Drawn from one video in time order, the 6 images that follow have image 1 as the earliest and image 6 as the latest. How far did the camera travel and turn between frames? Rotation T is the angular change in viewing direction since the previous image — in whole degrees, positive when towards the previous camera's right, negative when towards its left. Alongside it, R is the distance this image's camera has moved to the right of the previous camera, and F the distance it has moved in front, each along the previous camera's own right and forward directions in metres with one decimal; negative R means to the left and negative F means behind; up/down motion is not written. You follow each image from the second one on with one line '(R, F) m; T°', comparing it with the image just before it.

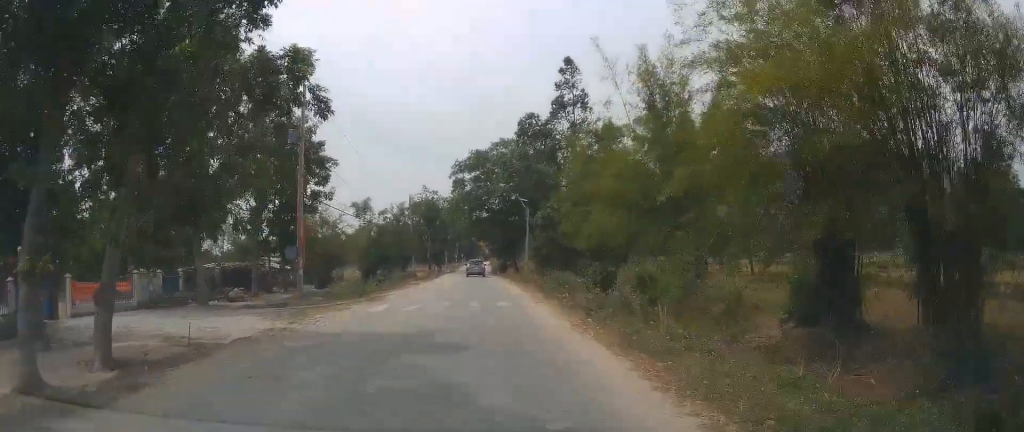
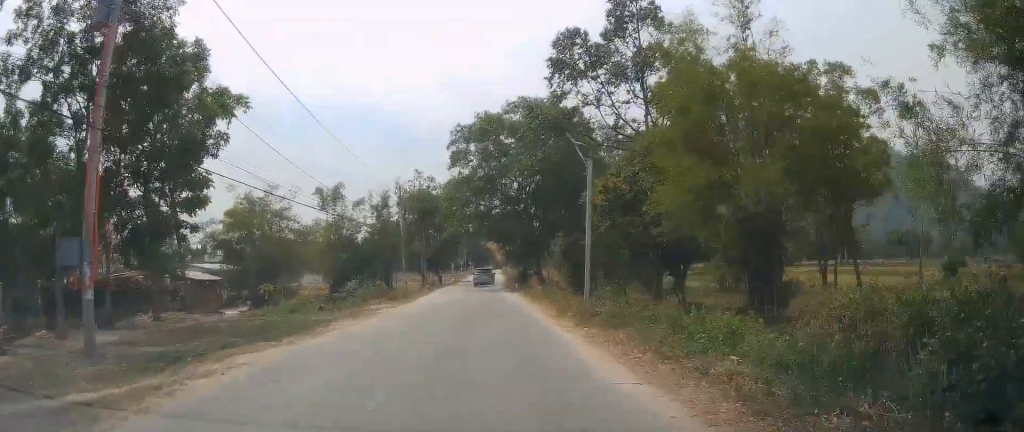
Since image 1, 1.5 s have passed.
(+0.2, +21.4) m; -1°
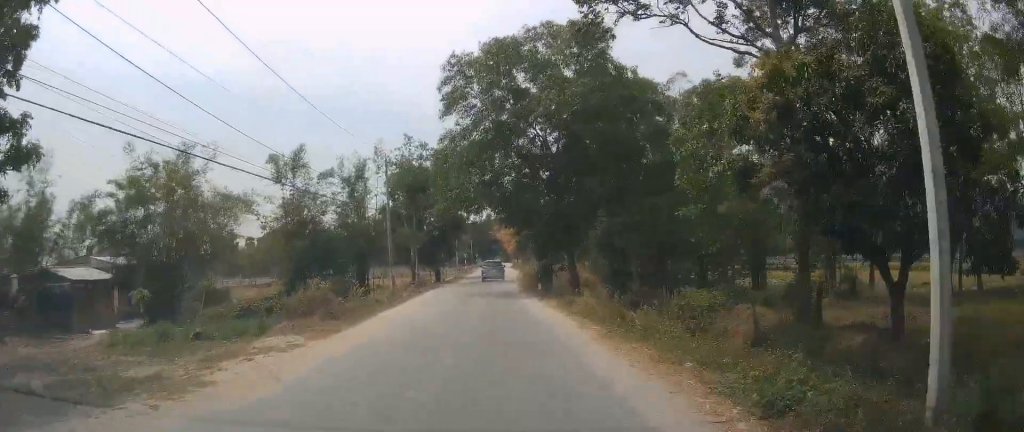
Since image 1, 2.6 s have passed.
(-0.2, +15.7) m; 0°
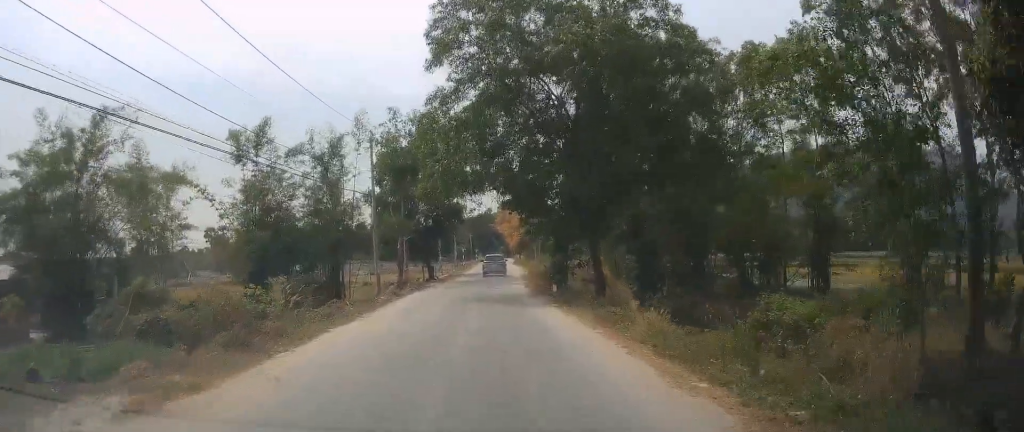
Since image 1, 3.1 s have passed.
(0.0, +8.1) m; -1°
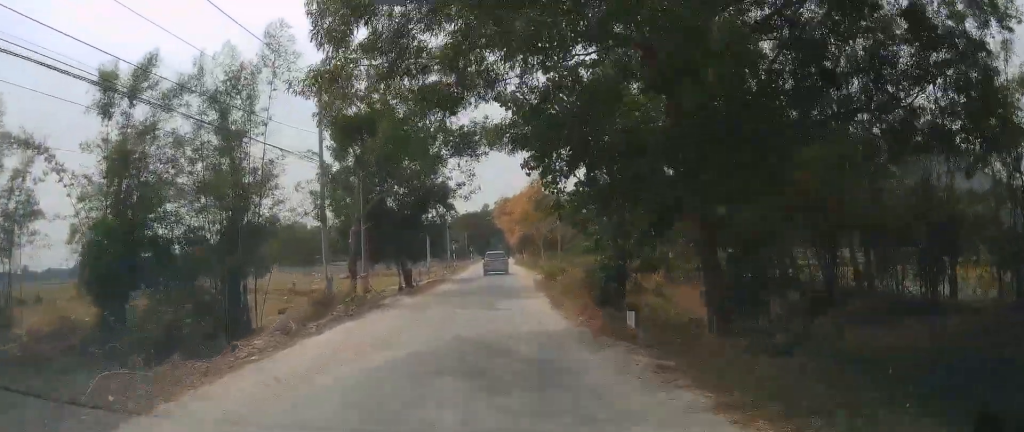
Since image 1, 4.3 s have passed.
(-0.4, +15.3) m; -3°
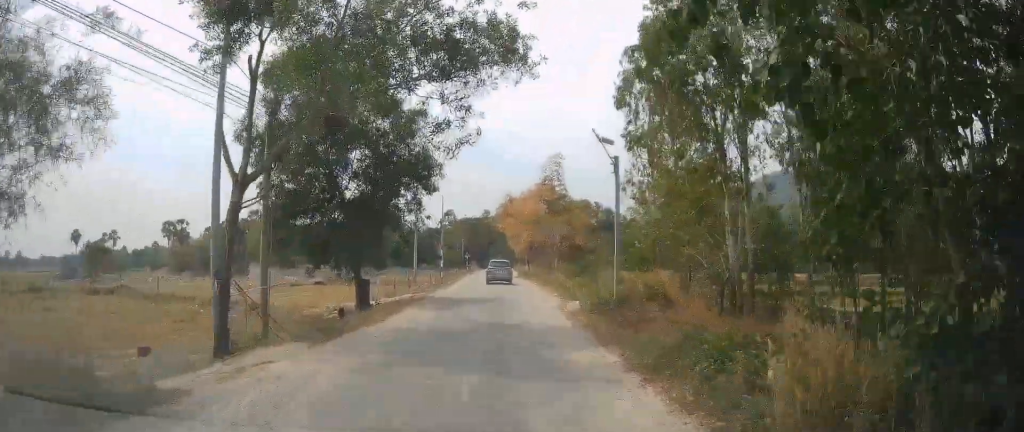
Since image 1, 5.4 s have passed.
(-0.2, +15.4) m; 0°
